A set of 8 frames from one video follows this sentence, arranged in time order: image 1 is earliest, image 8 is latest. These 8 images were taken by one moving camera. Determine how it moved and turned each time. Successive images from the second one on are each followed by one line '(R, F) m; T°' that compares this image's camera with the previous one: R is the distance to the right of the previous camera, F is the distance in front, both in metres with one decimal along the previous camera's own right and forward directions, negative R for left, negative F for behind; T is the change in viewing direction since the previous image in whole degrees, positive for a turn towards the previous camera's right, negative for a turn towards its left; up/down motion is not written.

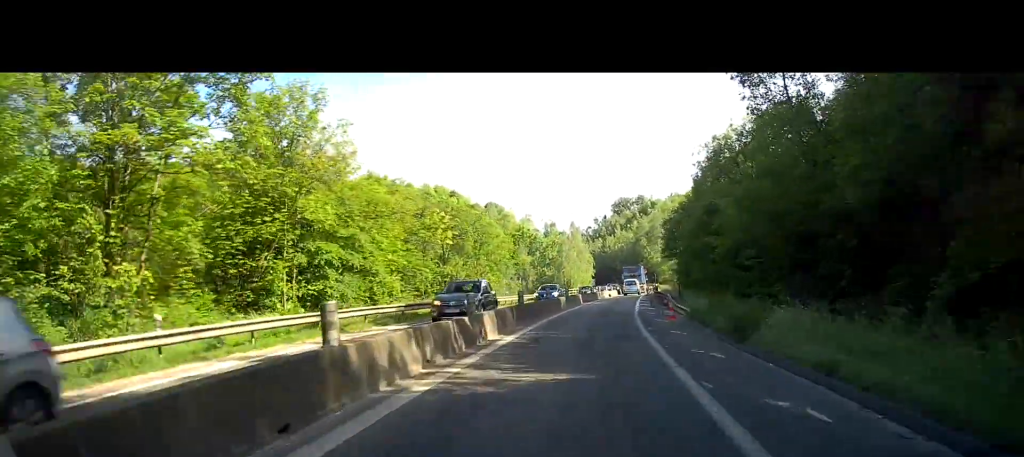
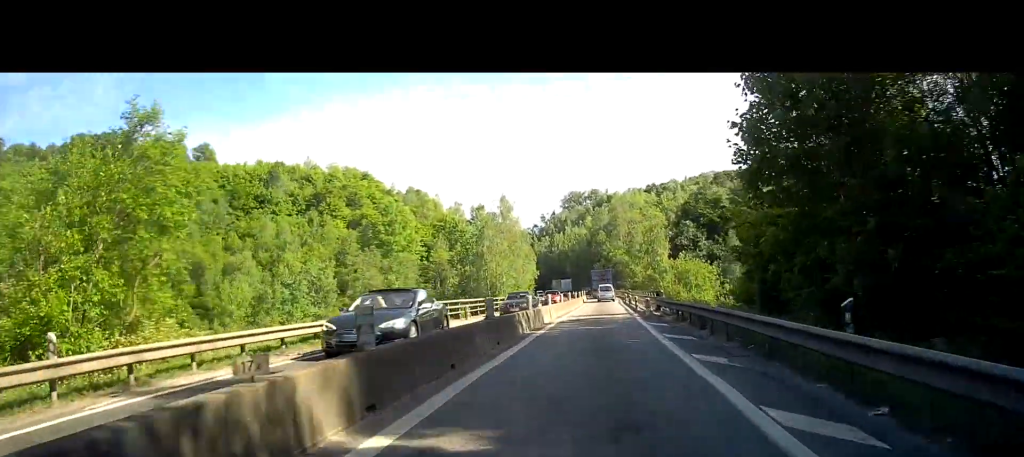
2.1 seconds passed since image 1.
(+1.7, +39.2) m; +5°
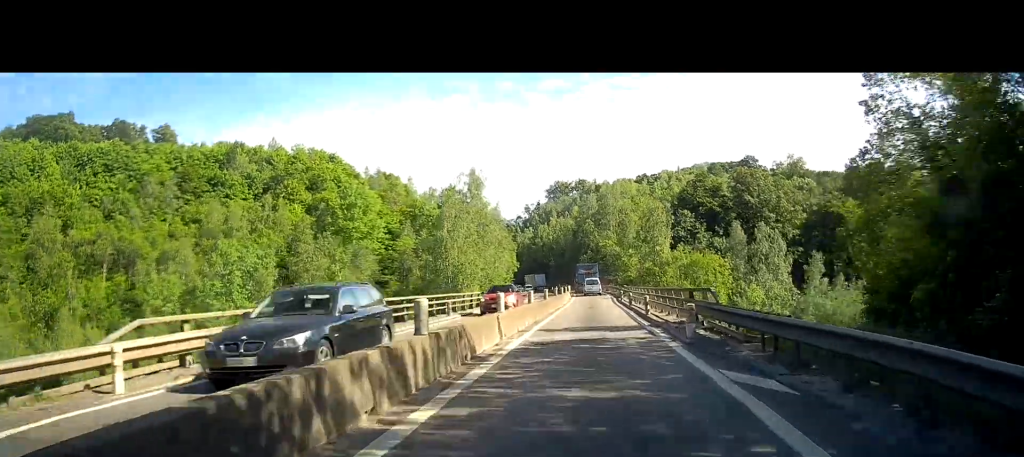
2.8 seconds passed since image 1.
(+0.2, +13.8) m; +1°
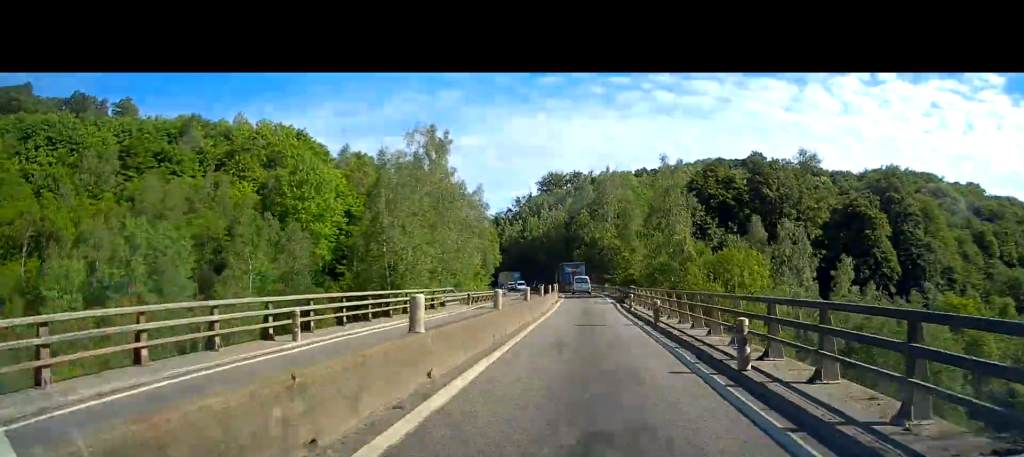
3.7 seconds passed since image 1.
(0.0, +16.2) m; 0°
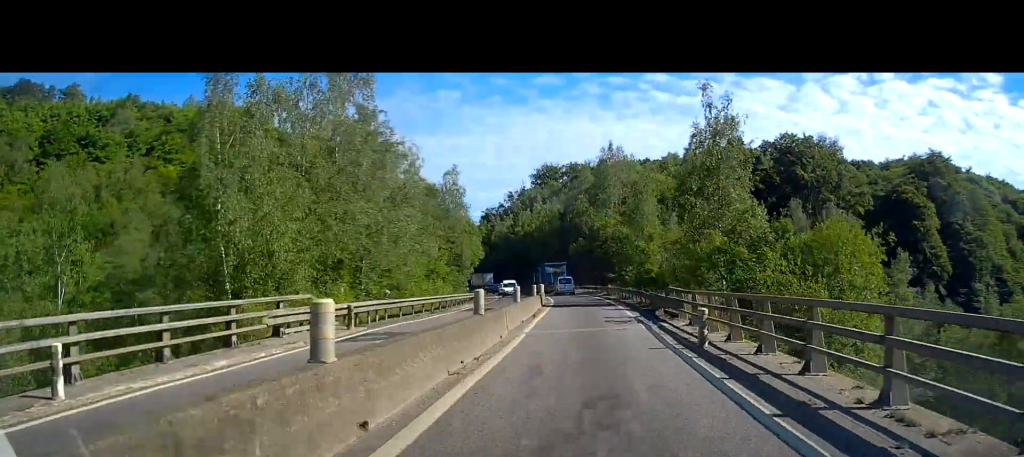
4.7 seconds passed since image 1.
(-0.1, +19.2) m; -1°
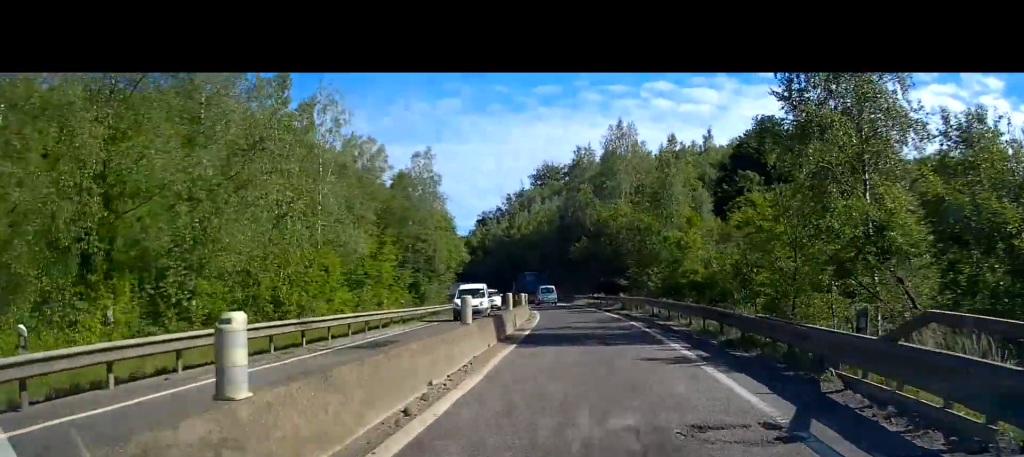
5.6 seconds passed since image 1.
(-0.3, +17.2) m; -1°
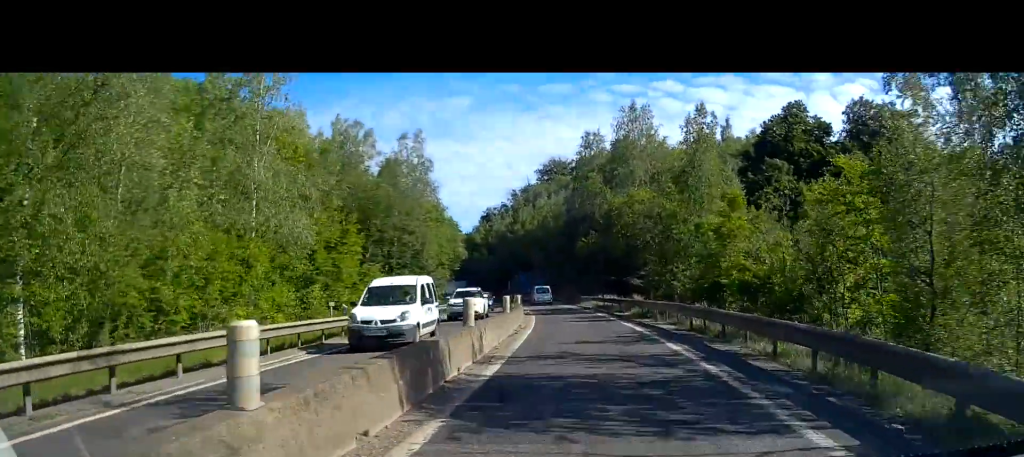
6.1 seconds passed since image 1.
(0.0, +7.9) m; -1°
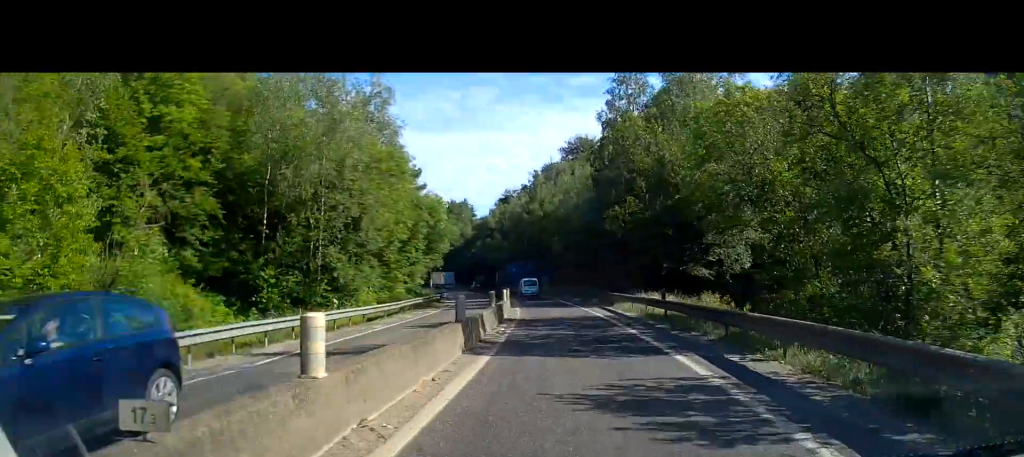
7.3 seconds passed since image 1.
(-0.4, +22.5) m; -4°
